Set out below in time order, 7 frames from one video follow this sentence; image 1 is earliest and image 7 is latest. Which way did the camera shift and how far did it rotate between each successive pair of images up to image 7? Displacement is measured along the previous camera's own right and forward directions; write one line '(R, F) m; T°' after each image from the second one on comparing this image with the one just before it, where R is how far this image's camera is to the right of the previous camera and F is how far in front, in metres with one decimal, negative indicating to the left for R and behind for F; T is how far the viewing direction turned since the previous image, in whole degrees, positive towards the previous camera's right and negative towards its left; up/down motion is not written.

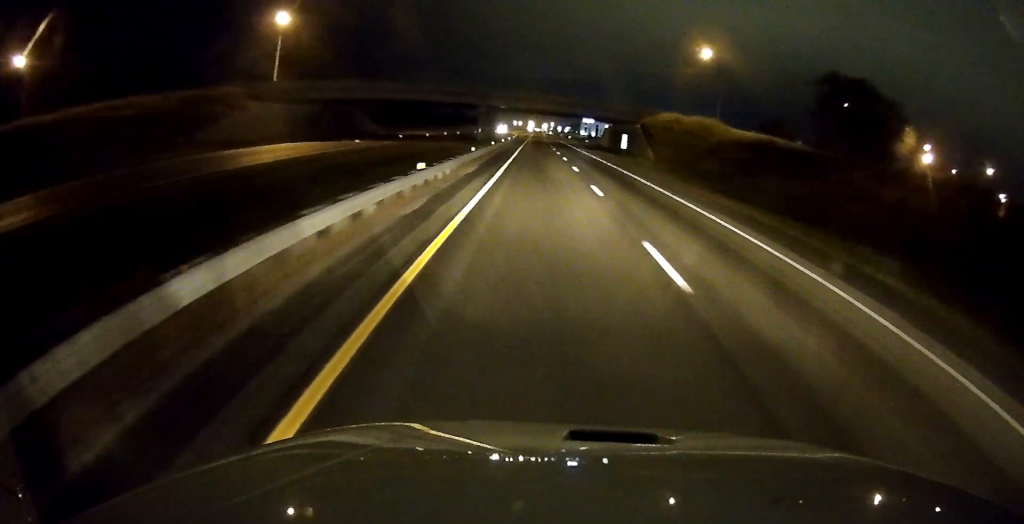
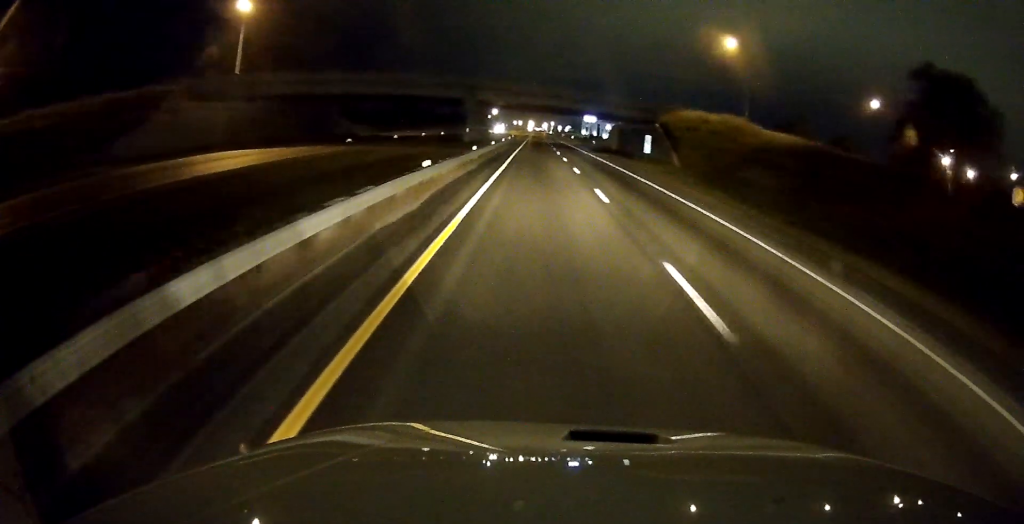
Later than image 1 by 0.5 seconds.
(+0.1, +14.2) m; 0°
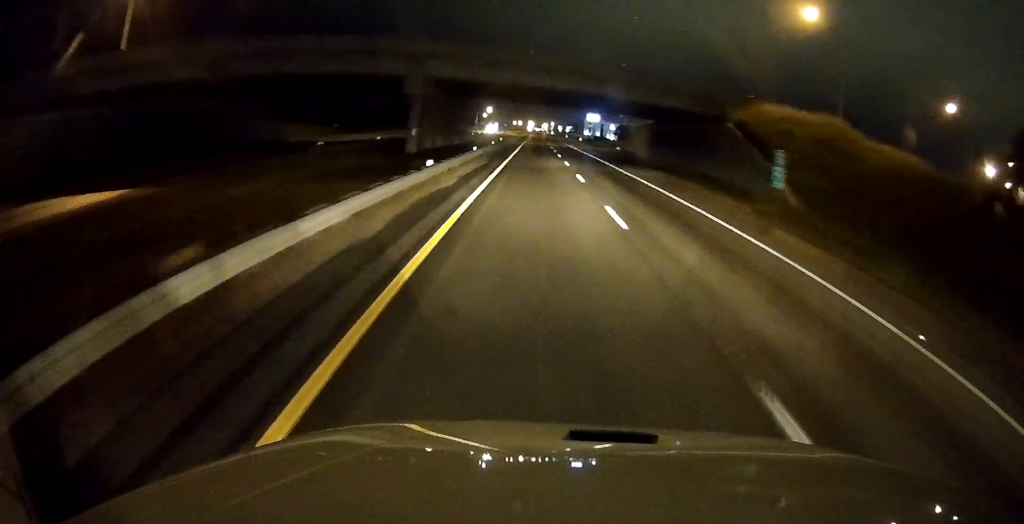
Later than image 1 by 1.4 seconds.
(+0.2, +29.3) m; +1°
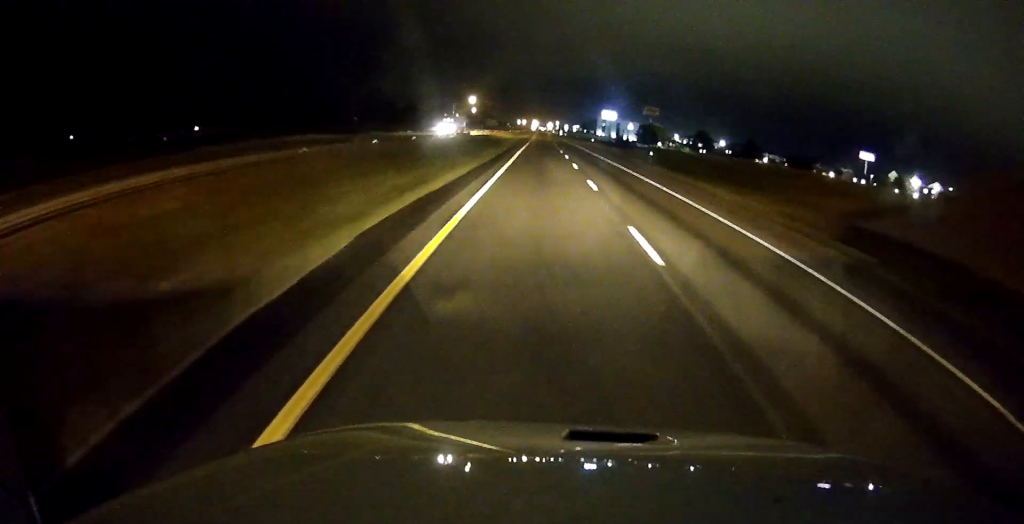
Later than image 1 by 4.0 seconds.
(-0.6, +76.7) m; 0°
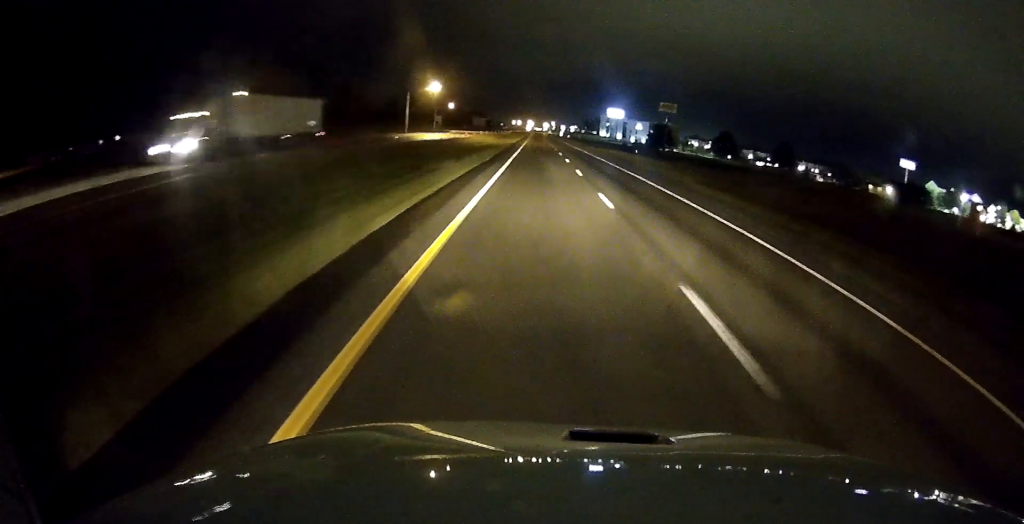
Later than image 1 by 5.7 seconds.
(+0.4, +53.6) m; 0°
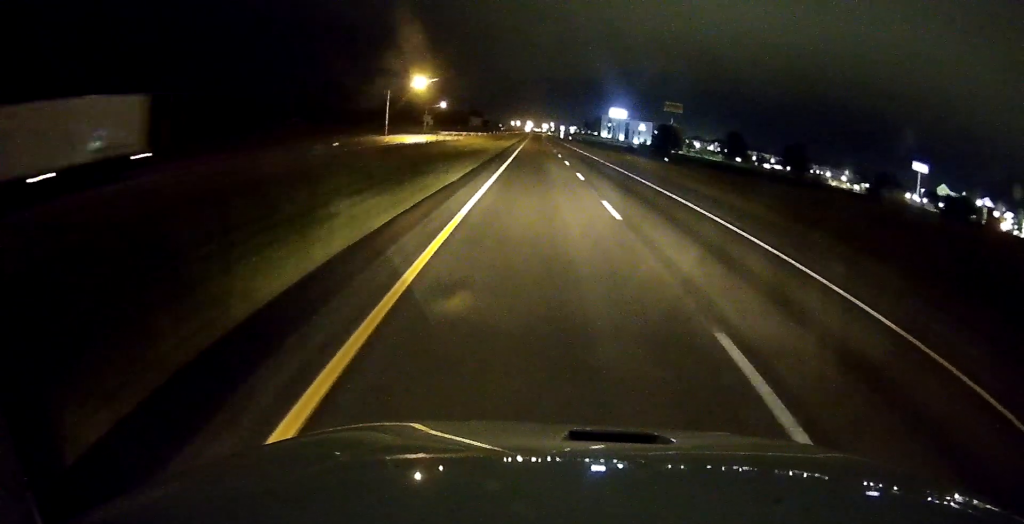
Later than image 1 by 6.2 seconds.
(0.0, +14.1) m; 0°
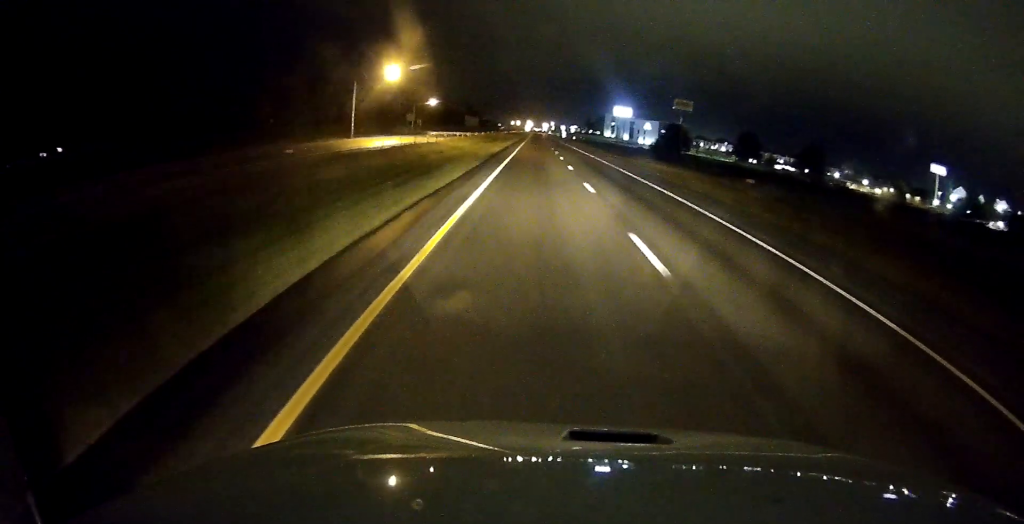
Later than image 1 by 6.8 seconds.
(0.0, +18.1) m; 0°
